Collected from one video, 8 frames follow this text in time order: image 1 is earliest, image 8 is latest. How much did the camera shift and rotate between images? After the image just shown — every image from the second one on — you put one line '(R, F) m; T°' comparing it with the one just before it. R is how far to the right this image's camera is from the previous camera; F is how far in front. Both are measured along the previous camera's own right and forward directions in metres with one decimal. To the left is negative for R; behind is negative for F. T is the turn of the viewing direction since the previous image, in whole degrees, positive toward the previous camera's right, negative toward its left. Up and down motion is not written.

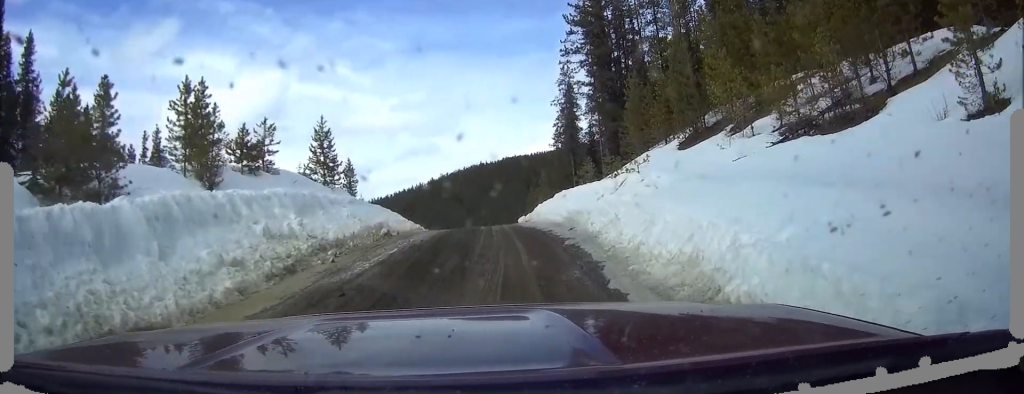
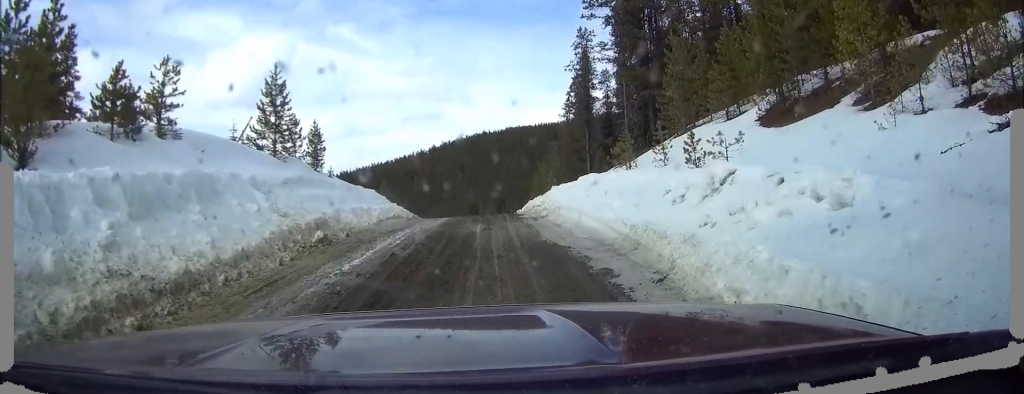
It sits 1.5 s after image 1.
(-0.2, +6.7) m; 0°
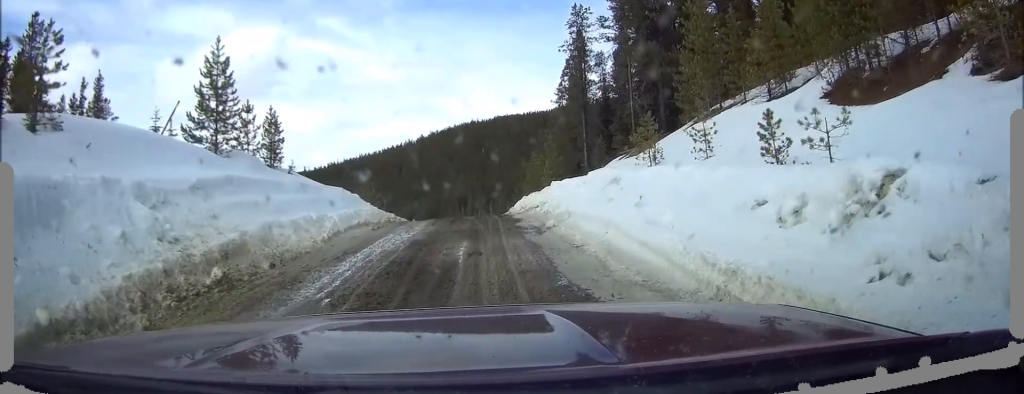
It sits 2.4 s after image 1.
(+0.1, +4.3) m; +2°
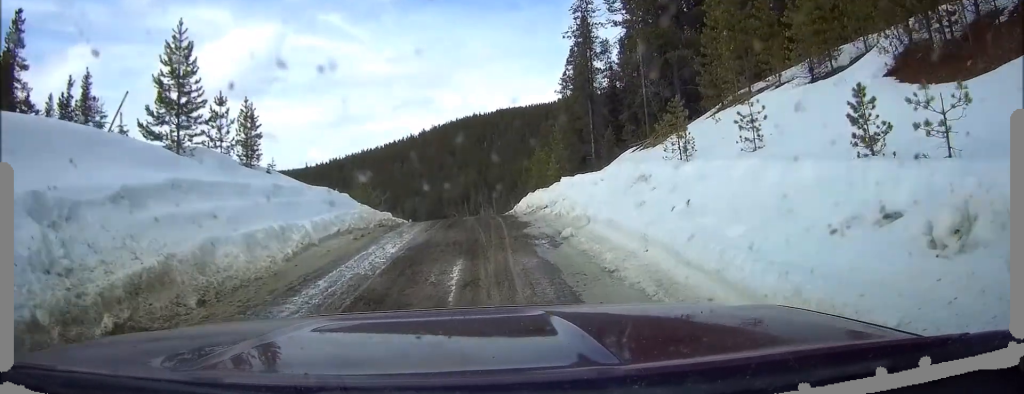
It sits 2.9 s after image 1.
(+0.1, +2.6) m; +1°
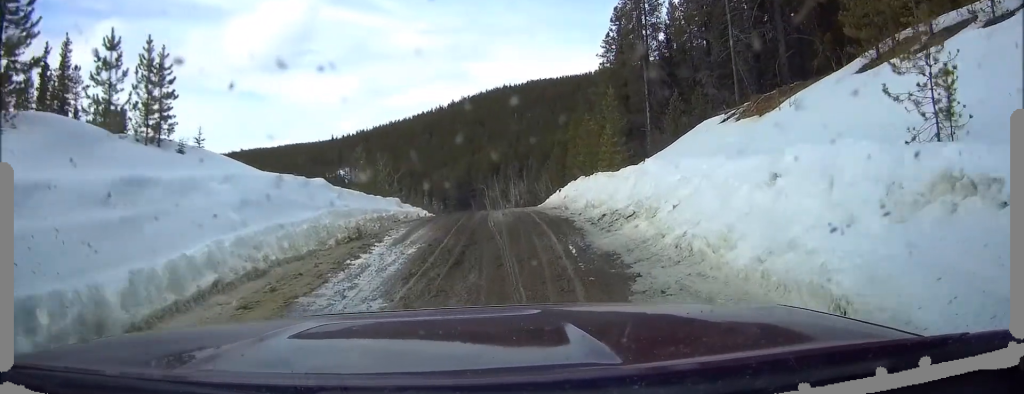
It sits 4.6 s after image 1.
(0.0, +8.1) m; 0°
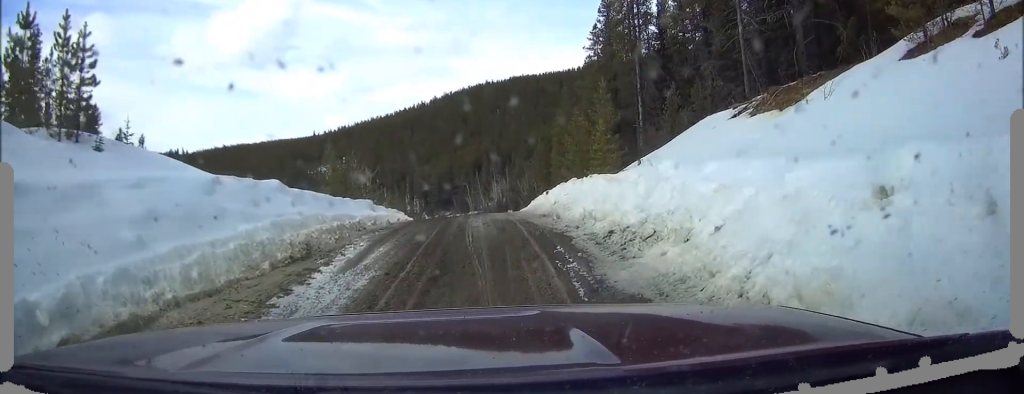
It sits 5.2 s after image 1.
(0.0, +2.8) m; -2°
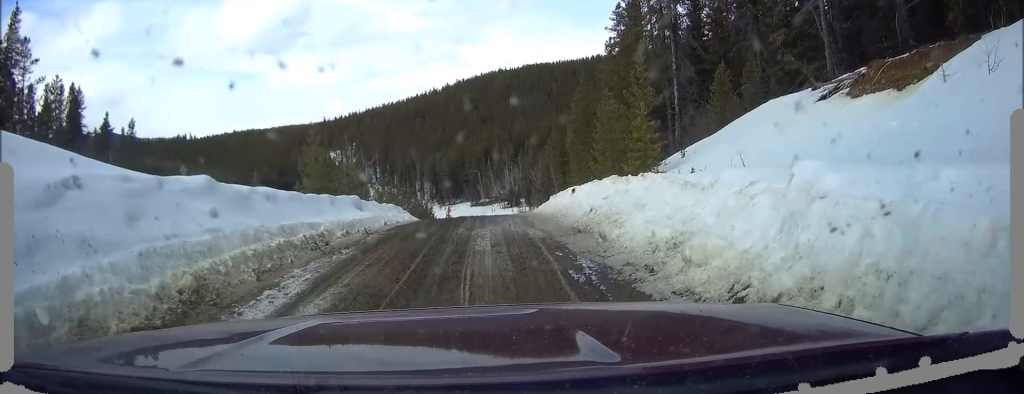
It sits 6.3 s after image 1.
(-0.4, +5.2) m; -9°
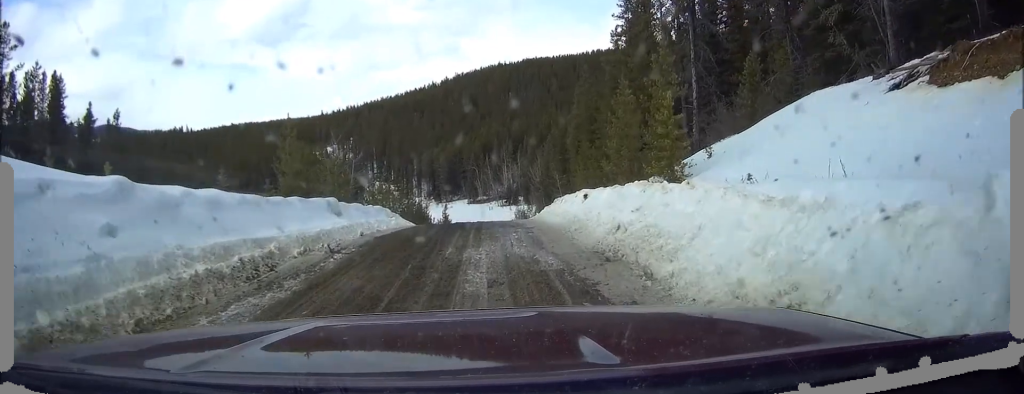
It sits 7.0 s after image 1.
(-0.2, +2.8) m; -4°
